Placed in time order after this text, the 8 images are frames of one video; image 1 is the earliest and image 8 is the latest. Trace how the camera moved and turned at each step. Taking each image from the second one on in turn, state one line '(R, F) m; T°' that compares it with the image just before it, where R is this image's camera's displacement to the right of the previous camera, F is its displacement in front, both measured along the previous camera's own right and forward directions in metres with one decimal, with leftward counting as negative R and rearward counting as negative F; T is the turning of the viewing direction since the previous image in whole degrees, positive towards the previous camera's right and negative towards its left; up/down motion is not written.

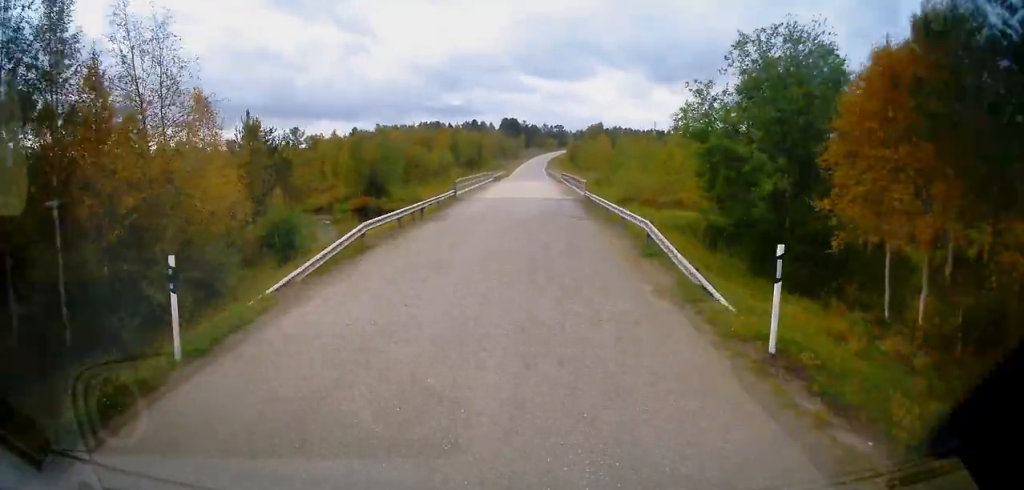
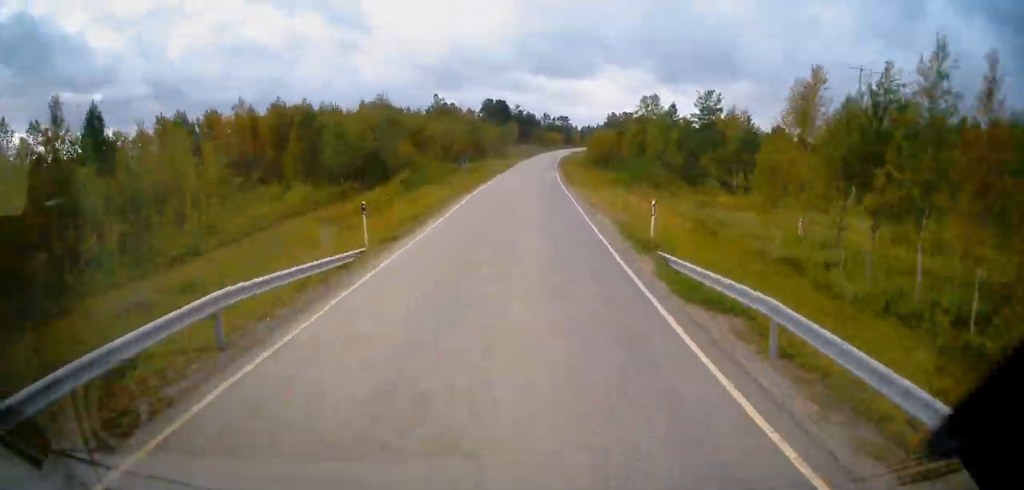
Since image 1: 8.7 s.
(+0.1, +85.3) m; +1°
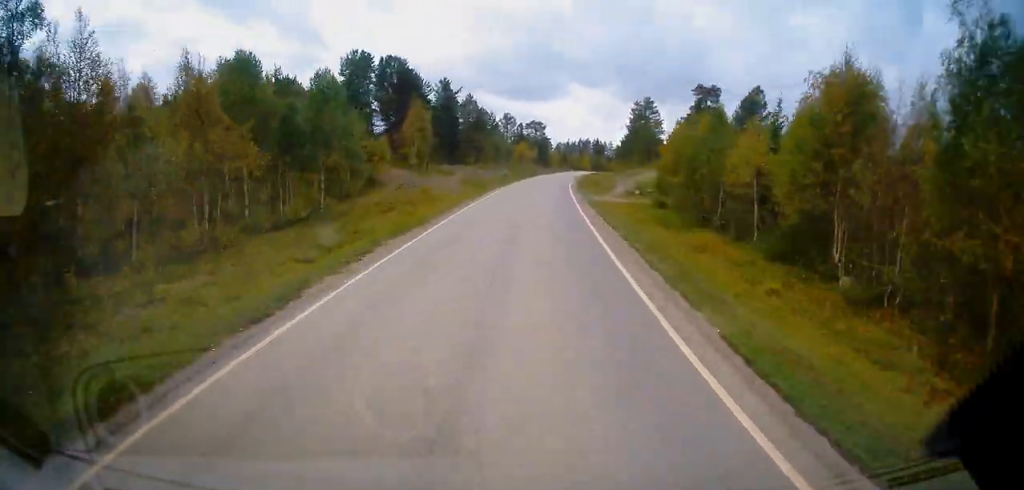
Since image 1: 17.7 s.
(+3.5, +98.5) m; +5°
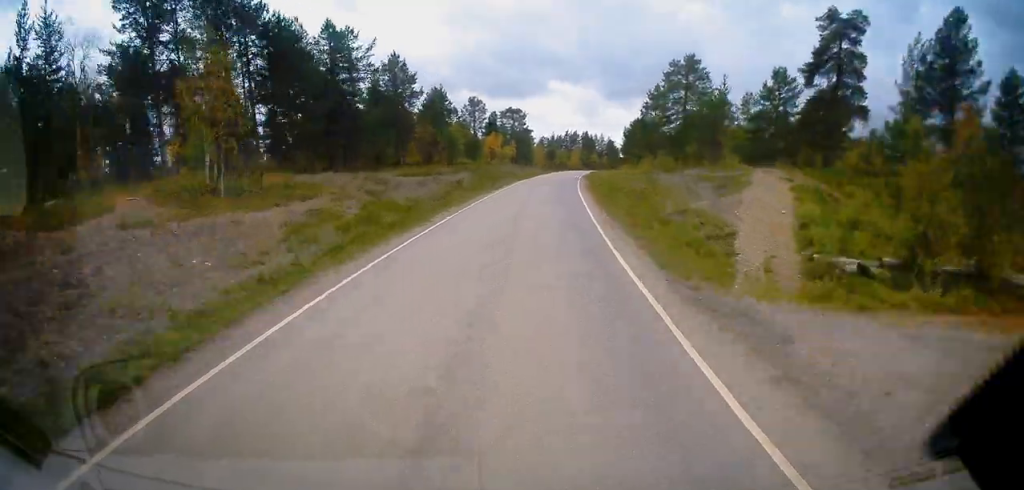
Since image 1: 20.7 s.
(+0.8, +34.6) m; +2°
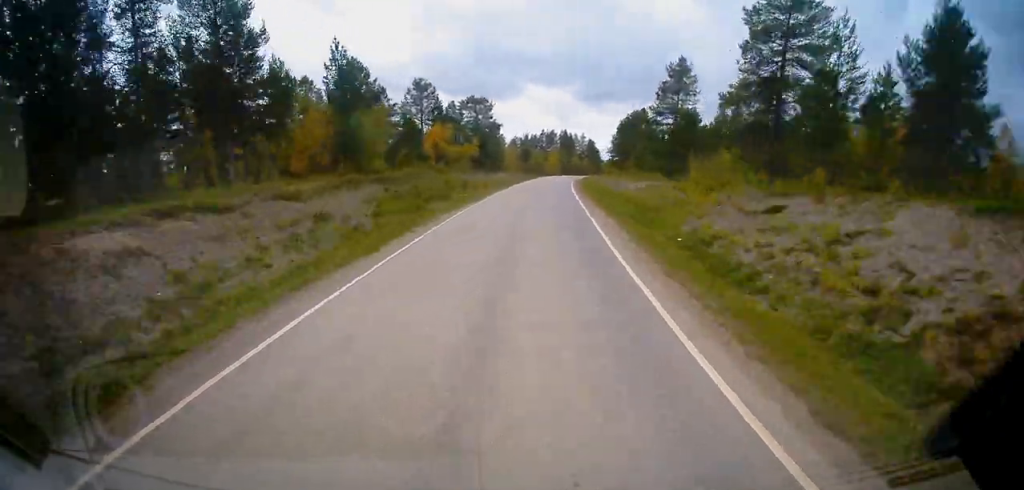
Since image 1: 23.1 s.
(+0.4, +28.1) m; +2°
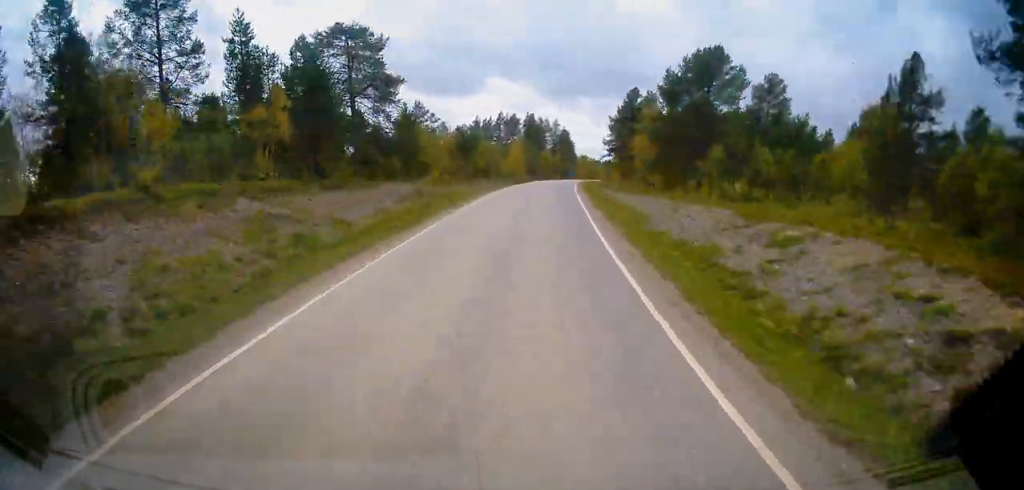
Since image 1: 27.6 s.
(+1.6, +53.3) m; +4°
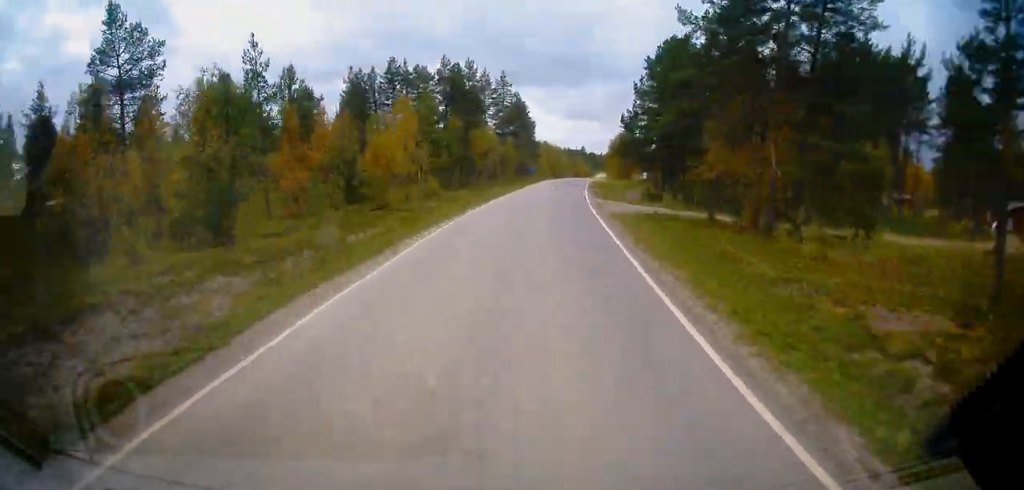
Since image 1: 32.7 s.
(+2.7, +60.5) m; +5°
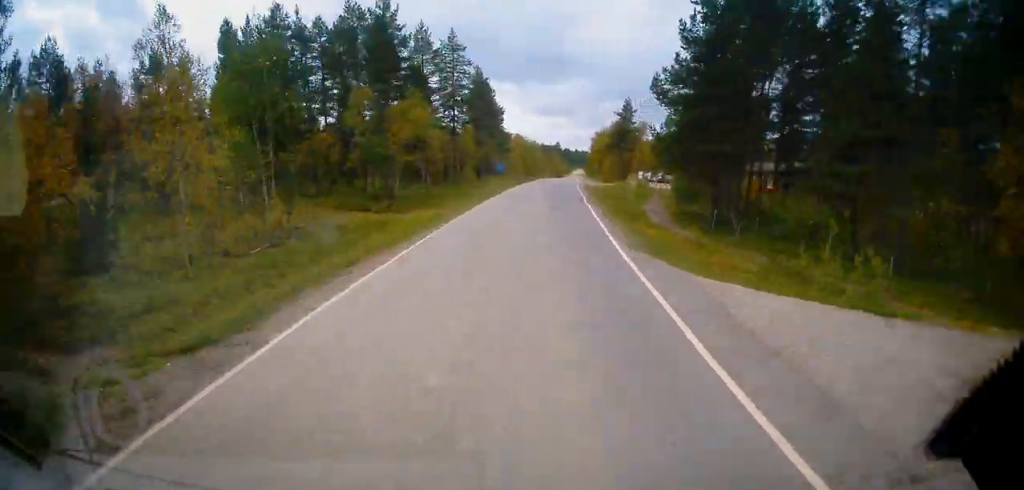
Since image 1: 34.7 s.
(+0.5, +23.4) m; +1°
